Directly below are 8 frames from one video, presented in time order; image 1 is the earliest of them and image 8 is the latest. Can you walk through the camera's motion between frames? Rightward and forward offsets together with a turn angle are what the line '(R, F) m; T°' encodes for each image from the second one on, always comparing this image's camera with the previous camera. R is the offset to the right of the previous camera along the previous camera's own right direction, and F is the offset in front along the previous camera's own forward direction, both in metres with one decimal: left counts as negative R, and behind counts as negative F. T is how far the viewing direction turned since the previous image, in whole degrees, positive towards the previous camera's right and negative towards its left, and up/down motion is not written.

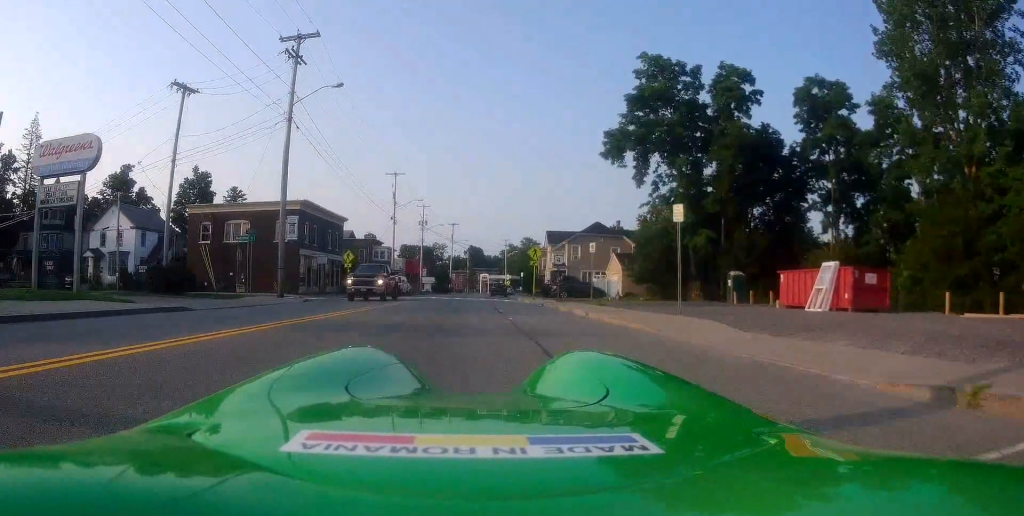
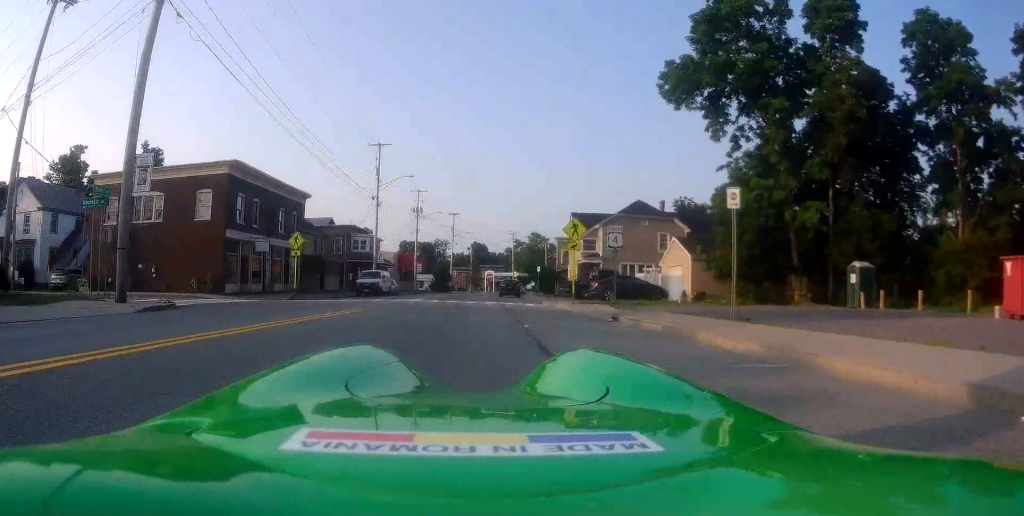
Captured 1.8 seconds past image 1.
(-0.5, +14.8) m; -2°
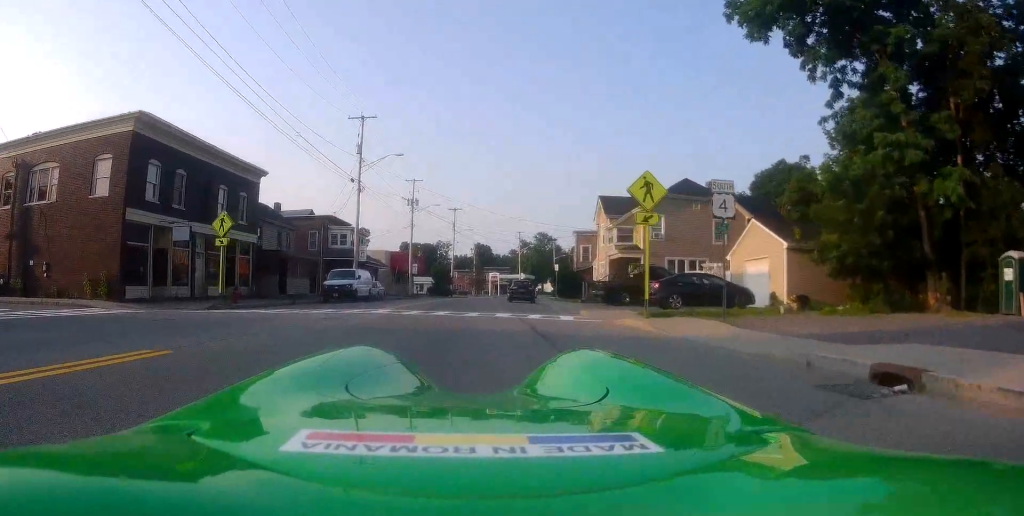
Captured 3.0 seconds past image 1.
(-0.1, +10.6) m; -1°
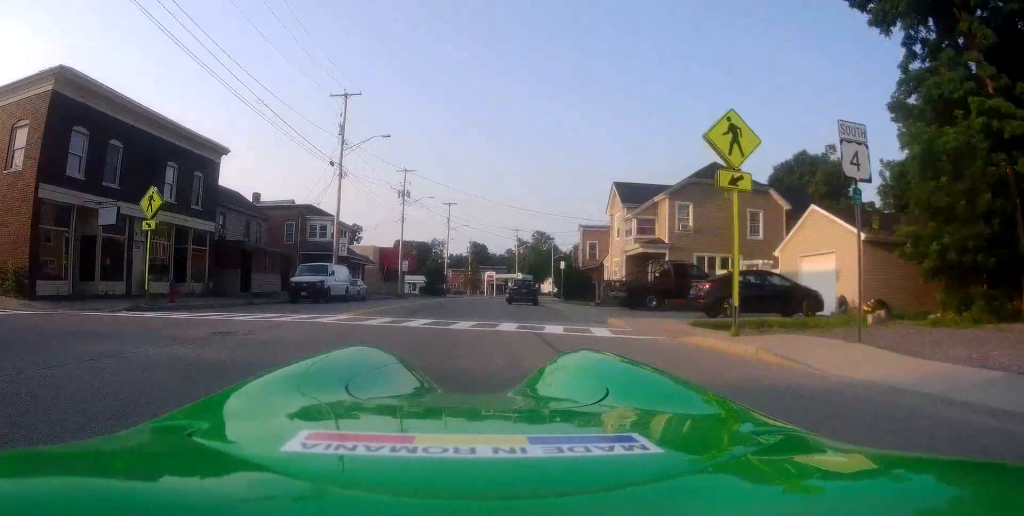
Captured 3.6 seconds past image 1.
(0.0, +5.3) m; 0°
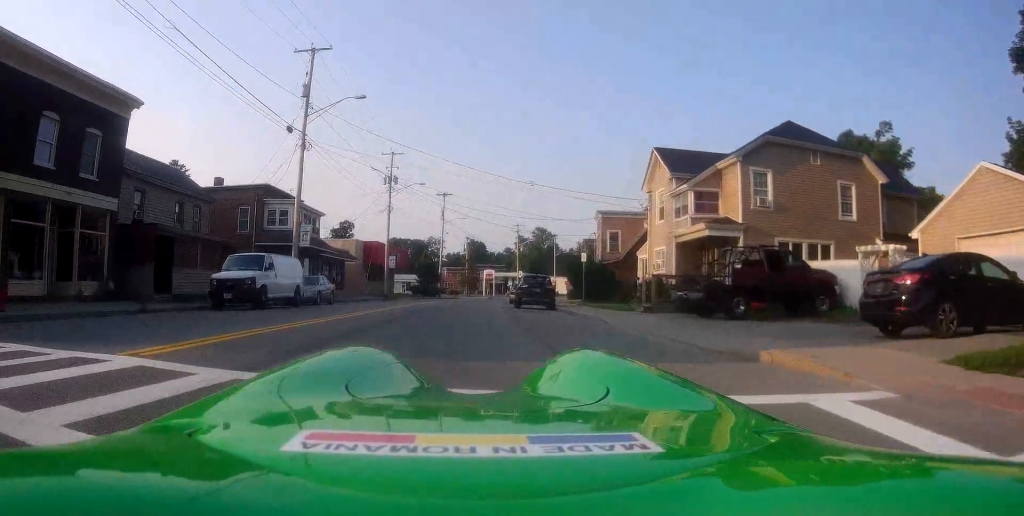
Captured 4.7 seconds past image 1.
(+0.1, +8.9) m; +1°
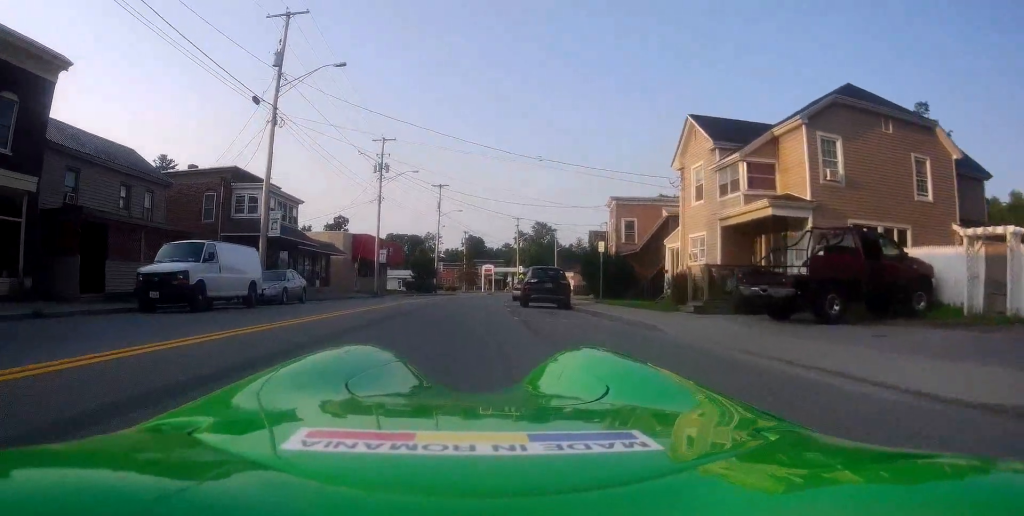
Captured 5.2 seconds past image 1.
(0.0, +4.7) m; +1°
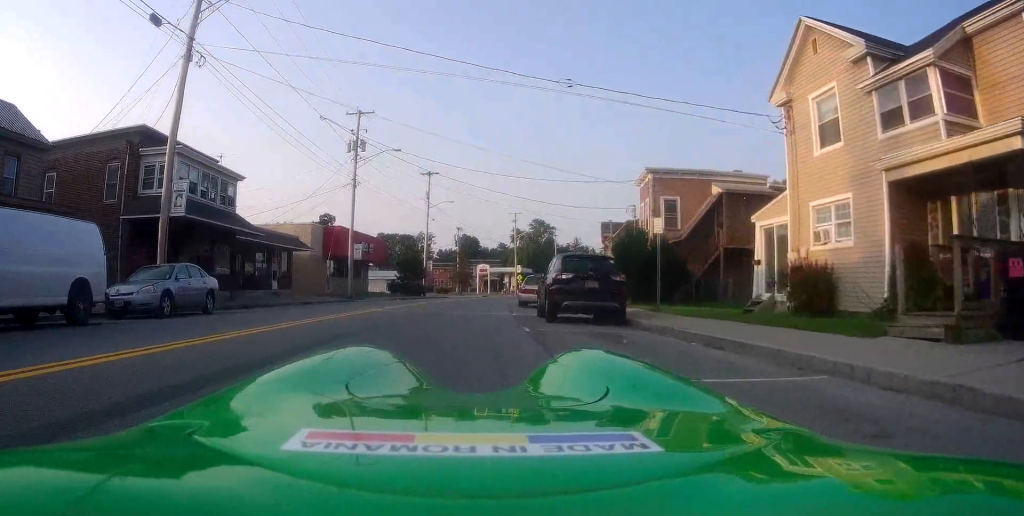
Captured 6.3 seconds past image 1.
(+0.2, +9.5) m; +1°
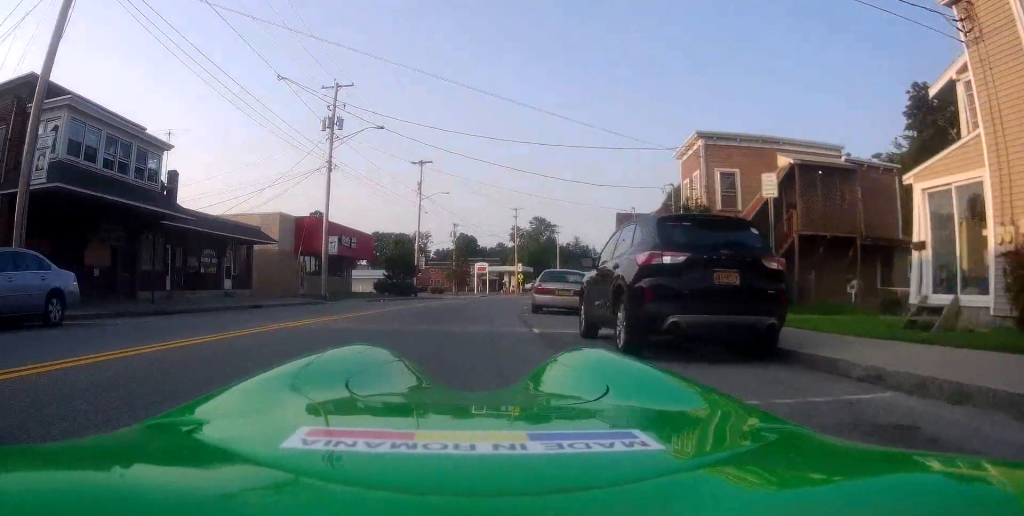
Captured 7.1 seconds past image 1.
(+0.1, +7.4) m; -2°
